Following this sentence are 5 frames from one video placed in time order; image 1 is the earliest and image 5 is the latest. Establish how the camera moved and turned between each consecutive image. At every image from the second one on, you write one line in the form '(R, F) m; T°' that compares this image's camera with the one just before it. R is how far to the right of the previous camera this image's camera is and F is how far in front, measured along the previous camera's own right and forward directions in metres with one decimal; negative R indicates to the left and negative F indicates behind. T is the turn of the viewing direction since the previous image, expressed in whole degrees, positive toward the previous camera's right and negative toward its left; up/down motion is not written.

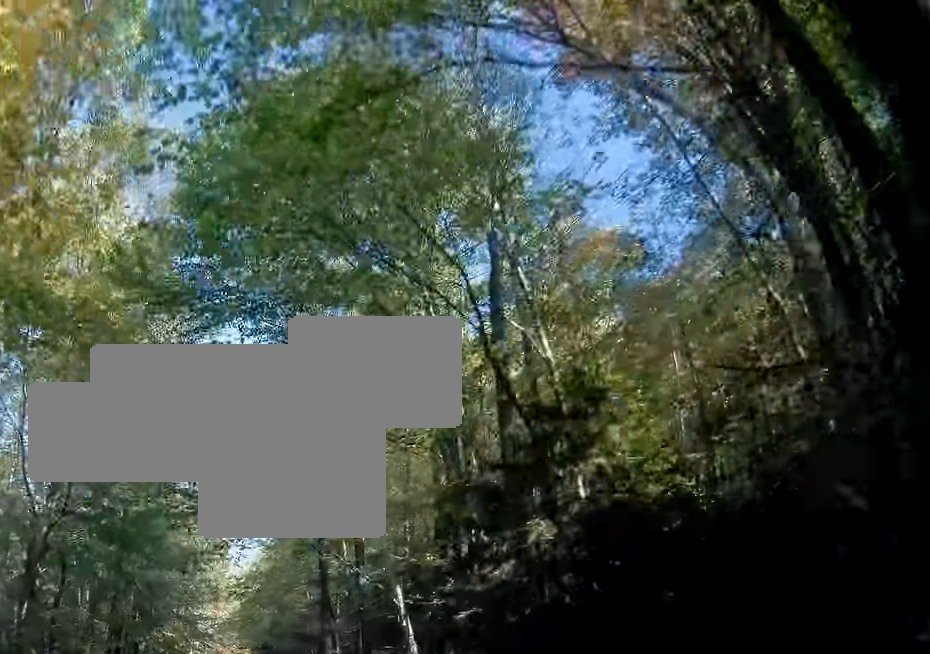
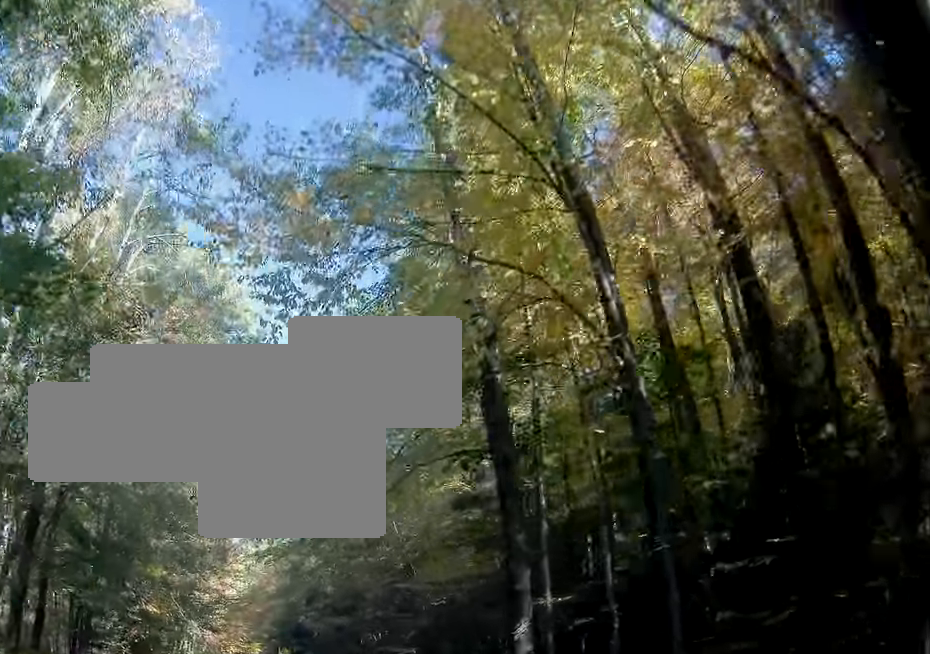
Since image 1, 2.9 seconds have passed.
(0.0, +18.2) m; 0°
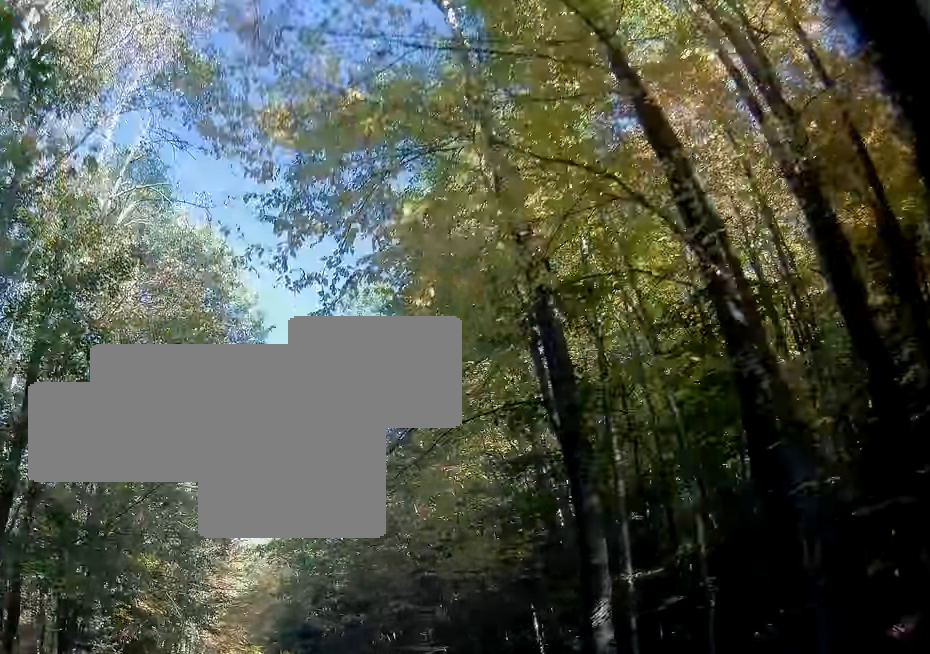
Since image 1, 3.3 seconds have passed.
(0.0, +2.7) m; 0°
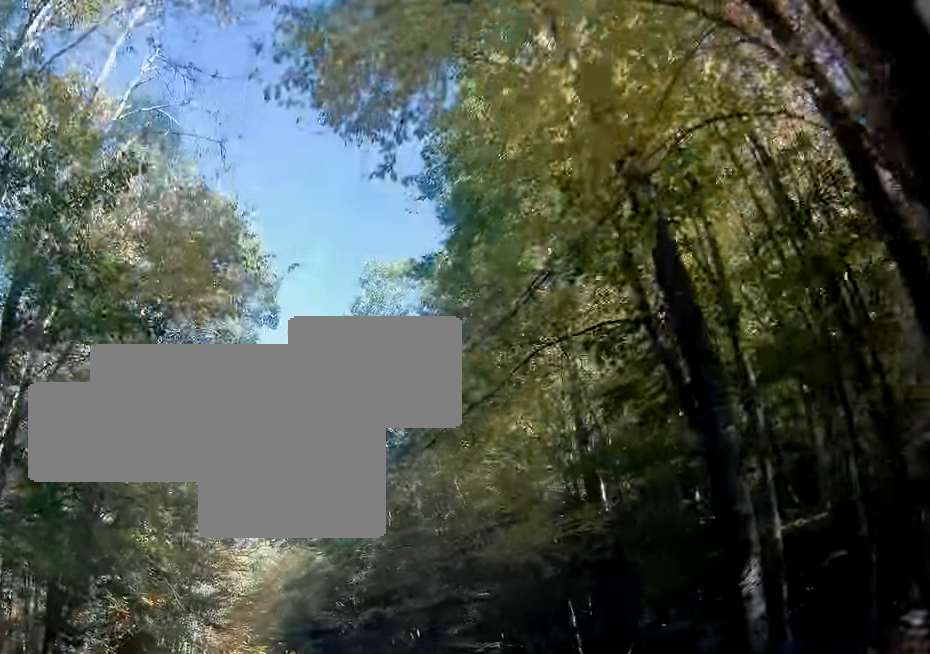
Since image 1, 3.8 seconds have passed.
(0.0, +3.1) m; 0°
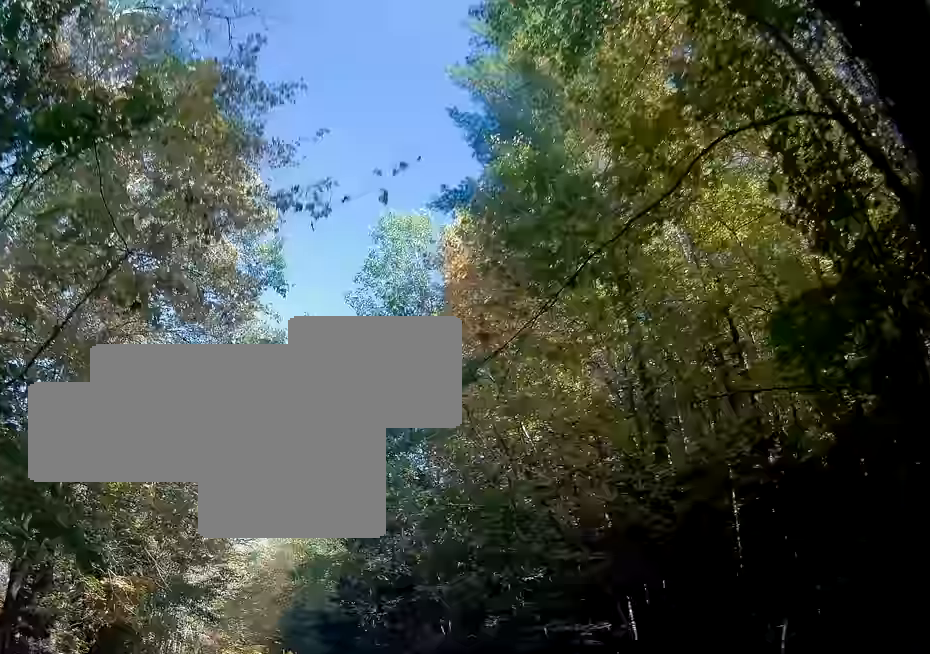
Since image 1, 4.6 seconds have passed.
(0.0, +4.4) m; +1°
